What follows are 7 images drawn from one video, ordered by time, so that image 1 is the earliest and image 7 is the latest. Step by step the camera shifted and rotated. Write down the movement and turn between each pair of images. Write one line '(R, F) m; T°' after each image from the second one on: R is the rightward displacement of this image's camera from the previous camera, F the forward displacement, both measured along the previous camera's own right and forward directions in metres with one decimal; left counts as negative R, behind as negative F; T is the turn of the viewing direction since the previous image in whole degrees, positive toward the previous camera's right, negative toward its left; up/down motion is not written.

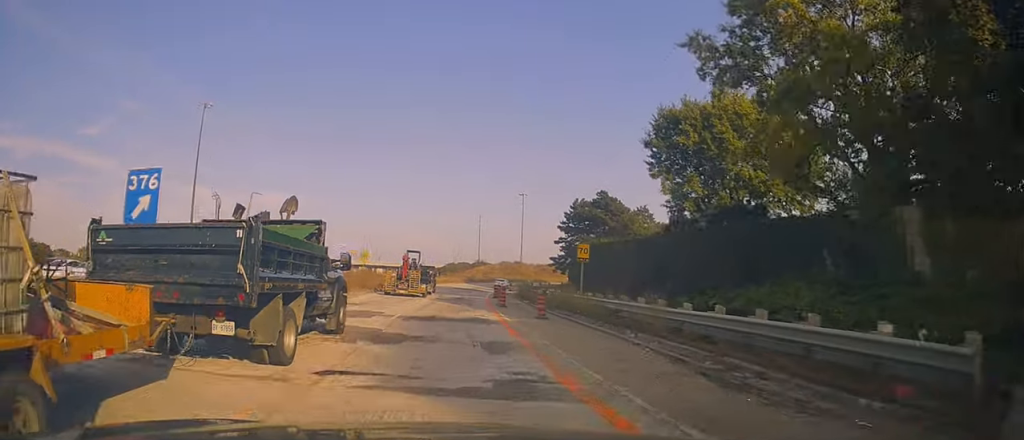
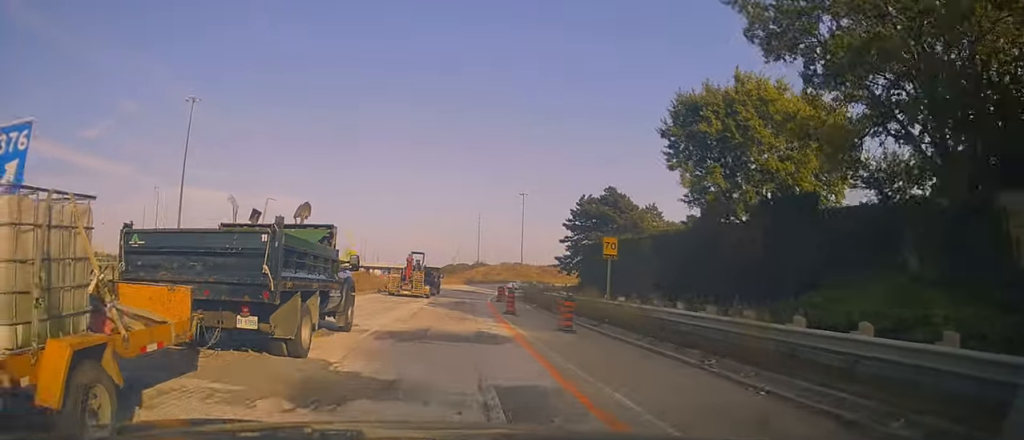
(+0.1, +5.5) m; -1°
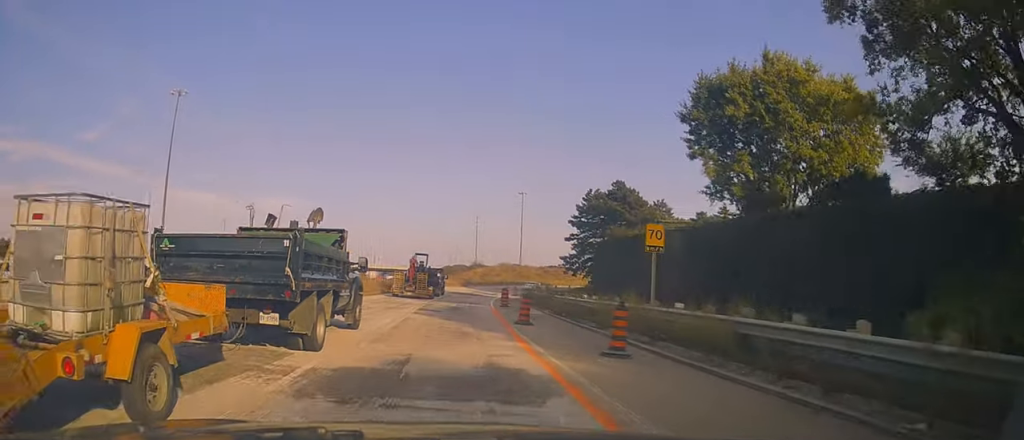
(0.0, +5.9) m; -1°
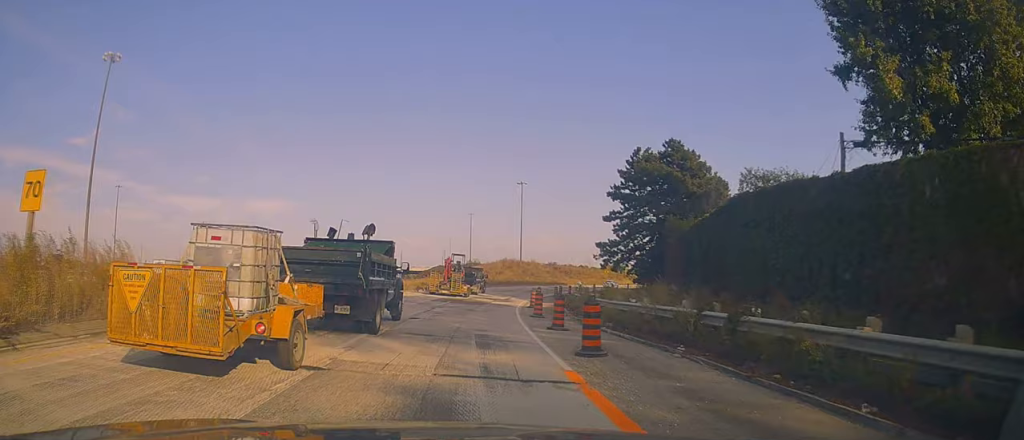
(0.0, +23.3) m; +2°
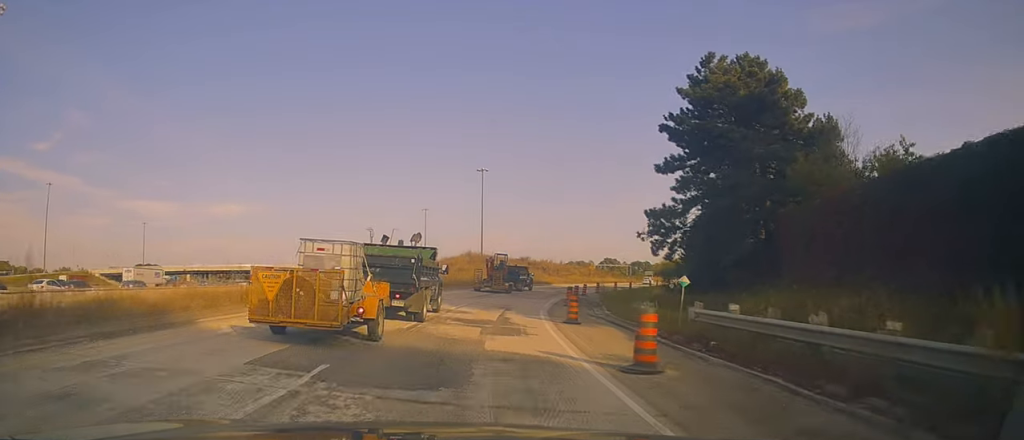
(+0.1, +23.8) m; +2°
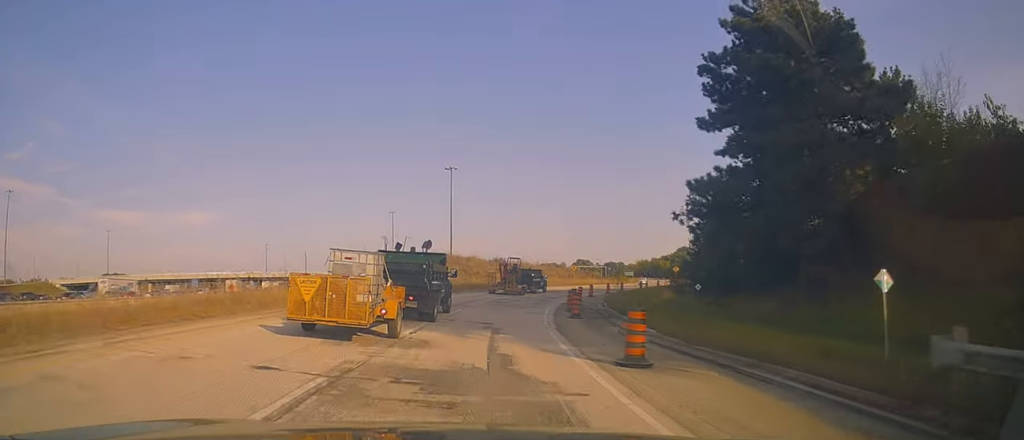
(+0.1, +9.8) m; +2°
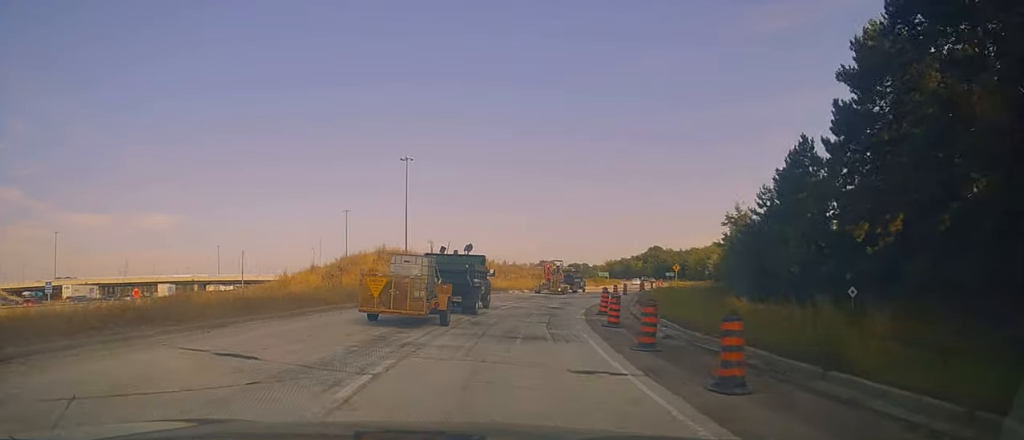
(+0.5, +16.8) m; +5°
